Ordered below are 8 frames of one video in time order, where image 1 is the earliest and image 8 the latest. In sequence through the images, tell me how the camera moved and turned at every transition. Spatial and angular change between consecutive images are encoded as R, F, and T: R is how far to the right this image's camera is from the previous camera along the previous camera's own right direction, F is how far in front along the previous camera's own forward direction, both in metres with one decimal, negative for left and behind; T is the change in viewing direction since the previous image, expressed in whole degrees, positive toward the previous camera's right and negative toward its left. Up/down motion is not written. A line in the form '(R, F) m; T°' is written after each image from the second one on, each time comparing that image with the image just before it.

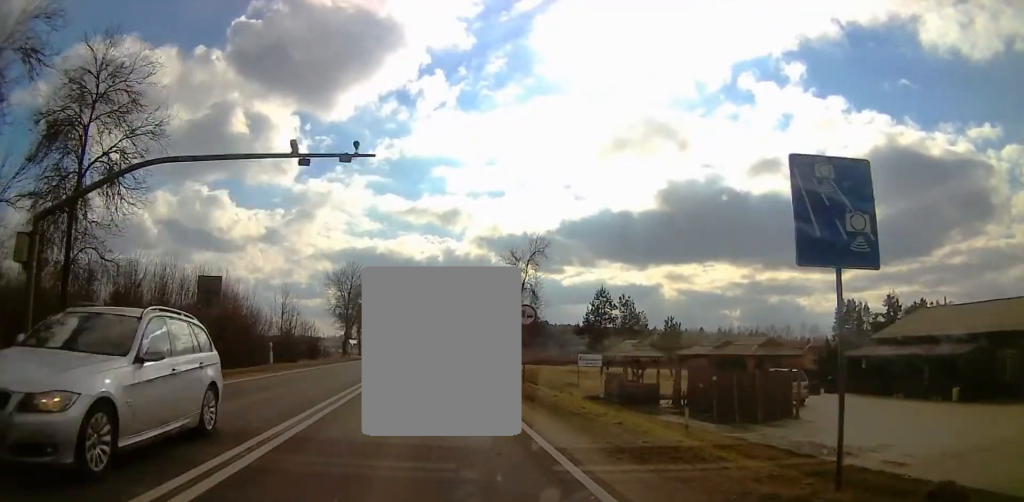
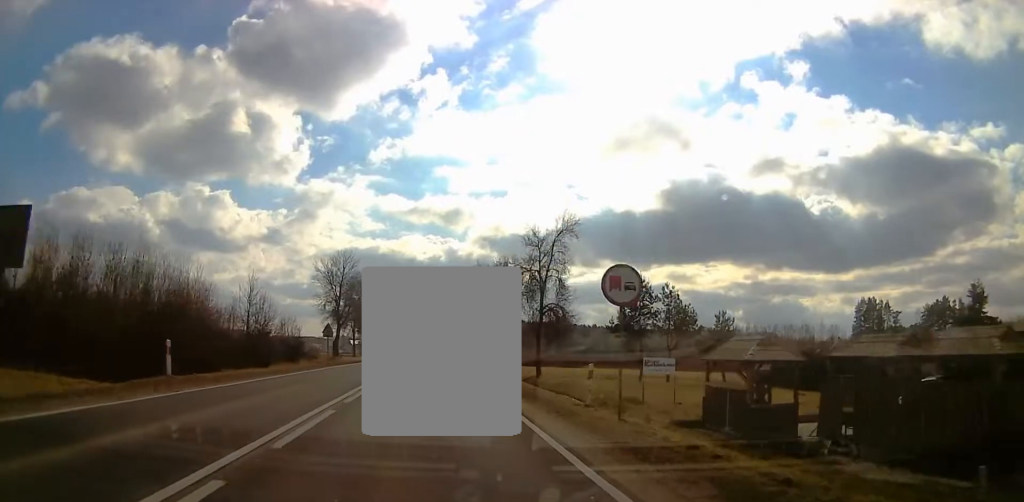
(0.0, +11.6) m; -1°
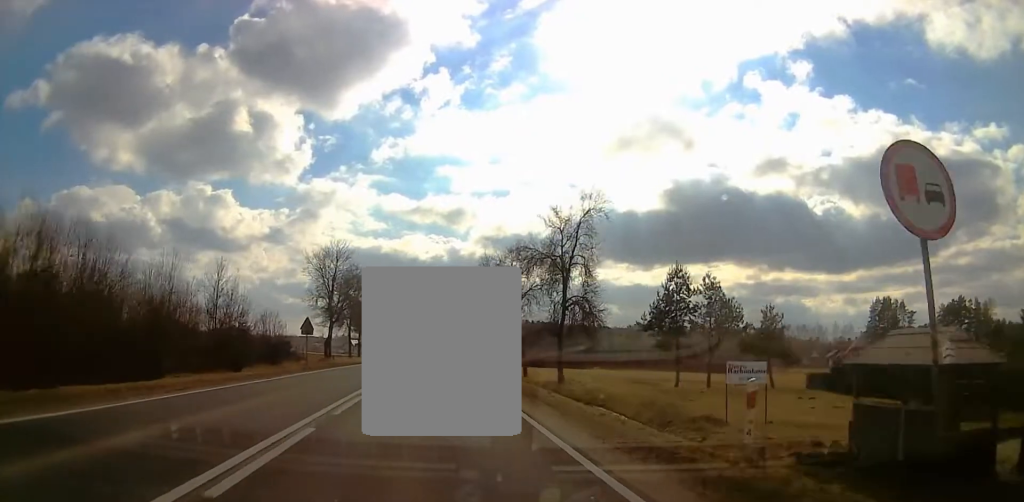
(-0.2, +8.1) m; -1°
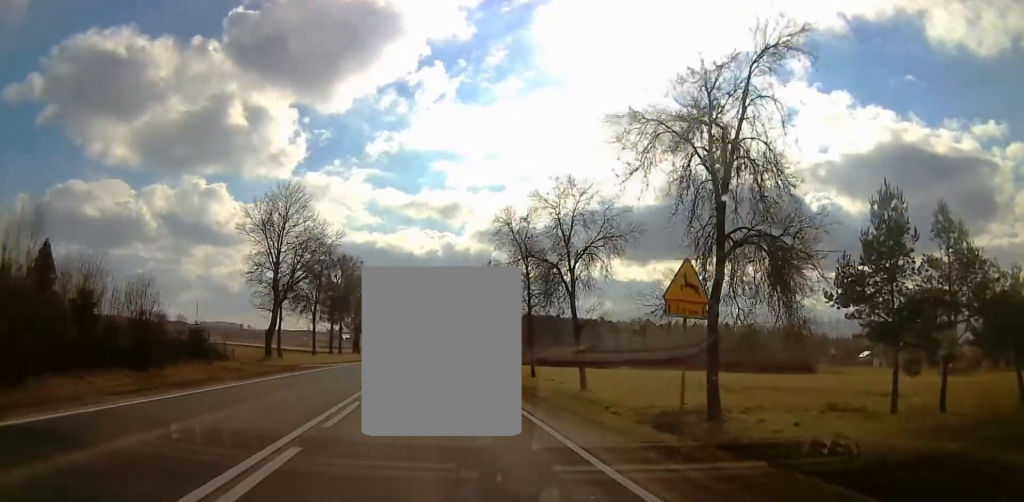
(-0.1, +24.0) m; +1°
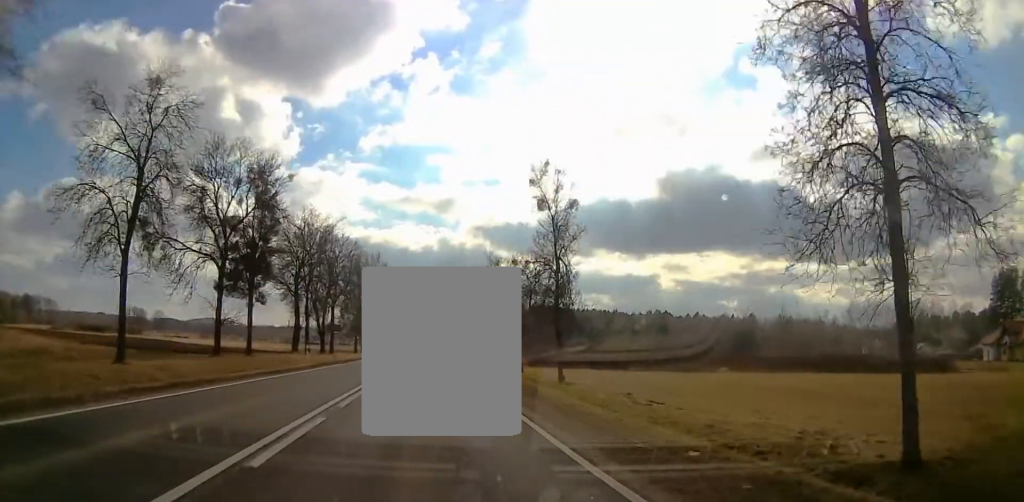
(0.0, +43.1) m; 0°
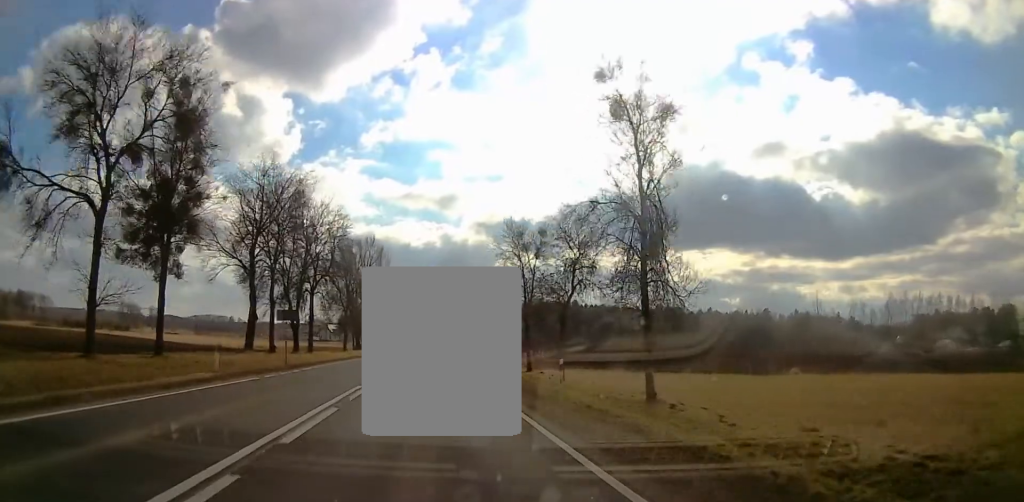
(+0.1, +16.4) m; 0°
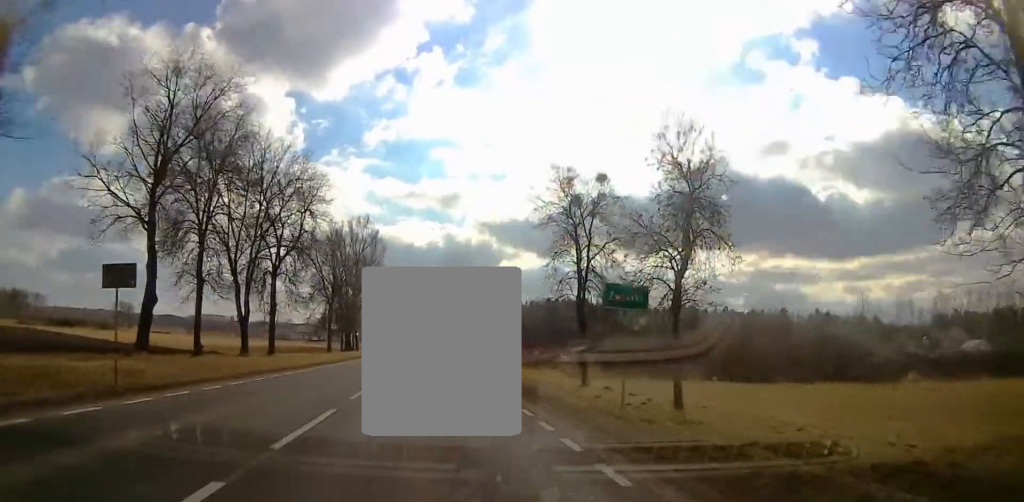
(-0.2, +18.6) m; 0°
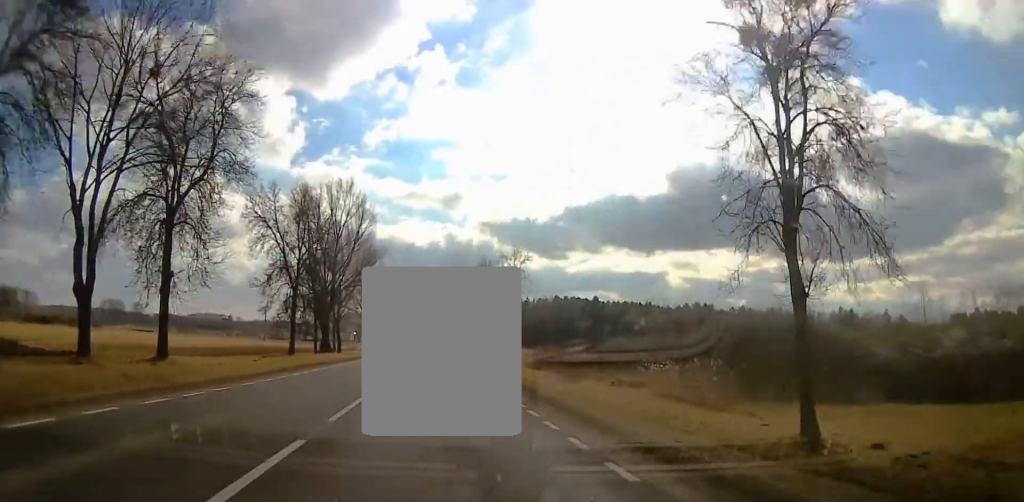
(+0.4, +21.7) m; +1°
